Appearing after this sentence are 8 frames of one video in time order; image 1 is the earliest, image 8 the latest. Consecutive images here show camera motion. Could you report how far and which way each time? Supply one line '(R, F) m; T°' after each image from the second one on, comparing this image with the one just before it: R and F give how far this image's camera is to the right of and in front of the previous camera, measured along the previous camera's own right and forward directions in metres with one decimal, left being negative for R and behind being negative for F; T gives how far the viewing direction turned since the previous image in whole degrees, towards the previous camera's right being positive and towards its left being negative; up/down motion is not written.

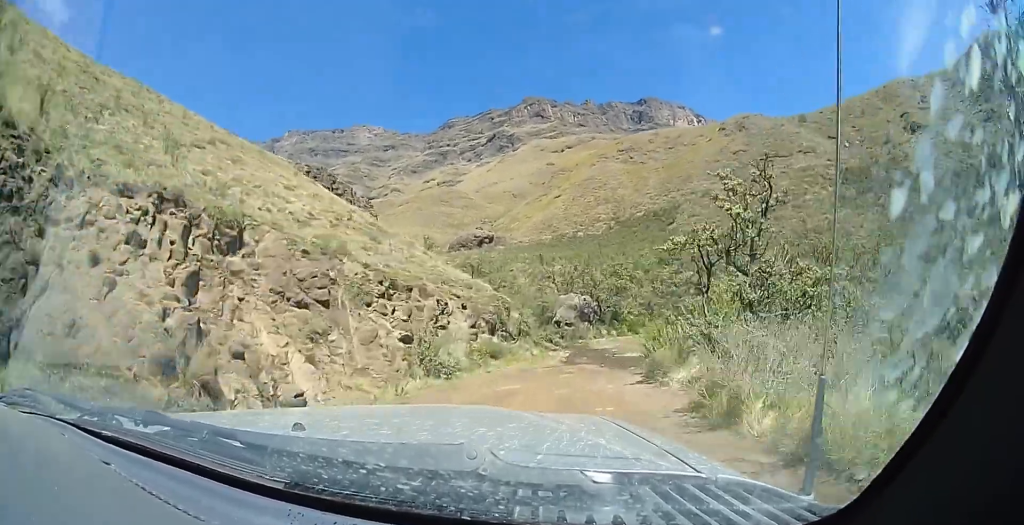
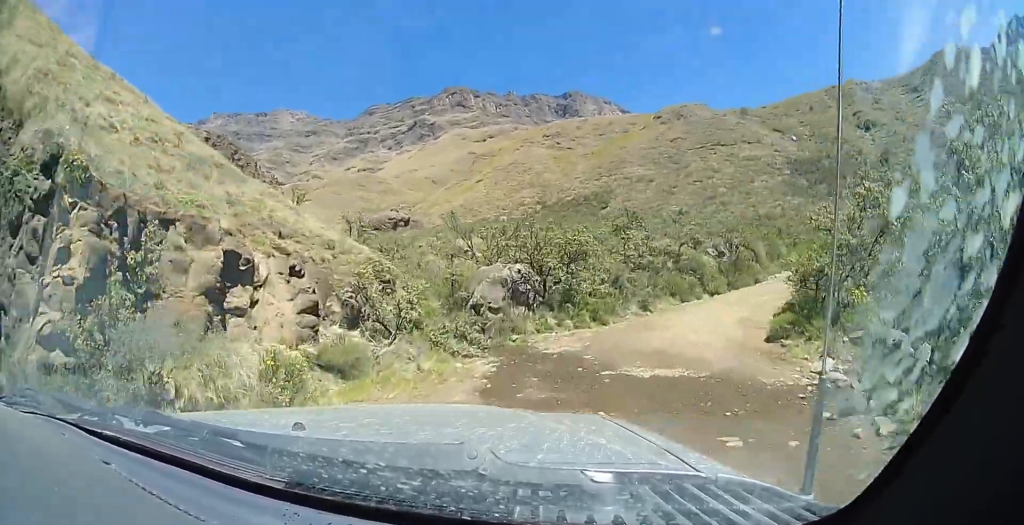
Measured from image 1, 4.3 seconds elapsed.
(+1.8, +13.0) m; +27°
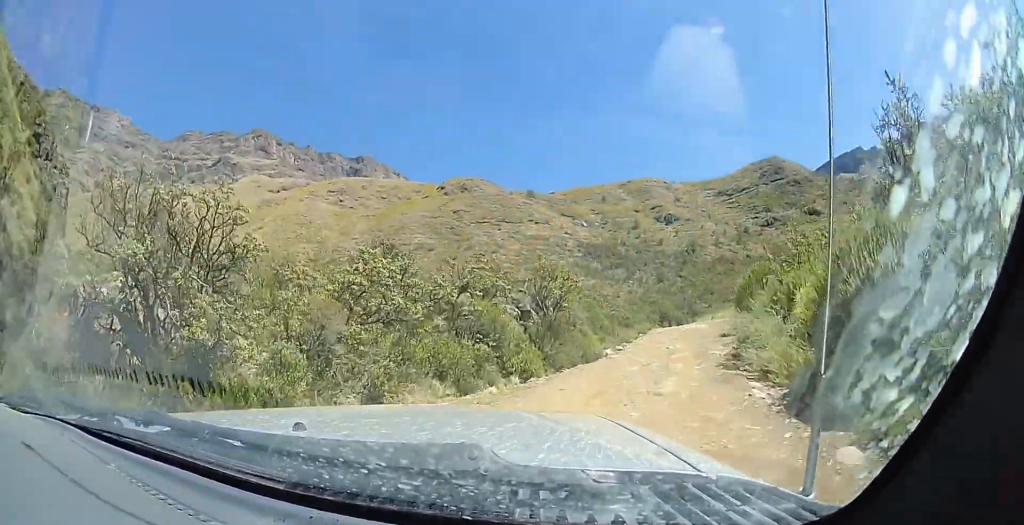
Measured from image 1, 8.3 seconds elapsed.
(+3.8, +12.5) m; +27°
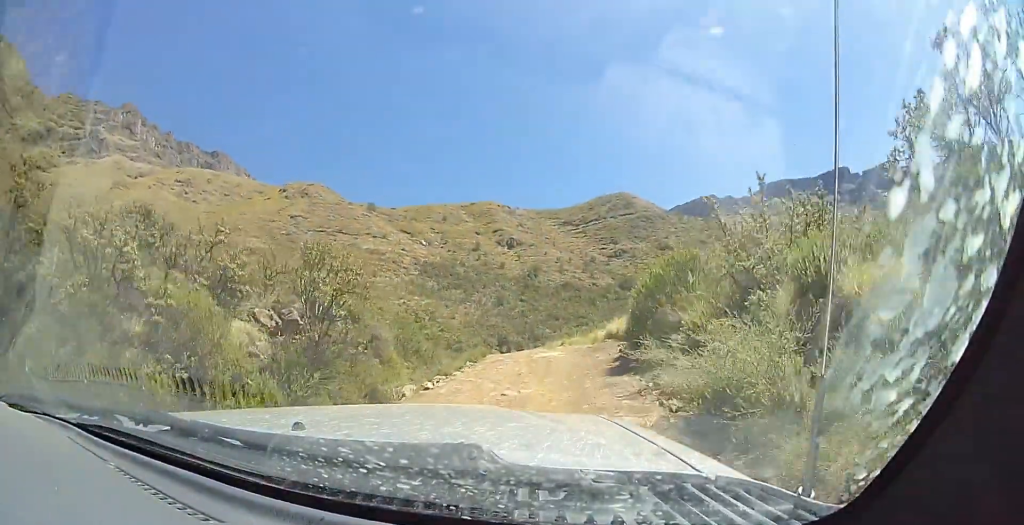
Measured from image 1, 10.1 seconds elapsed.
(+0.6, +6.9) m; +8°
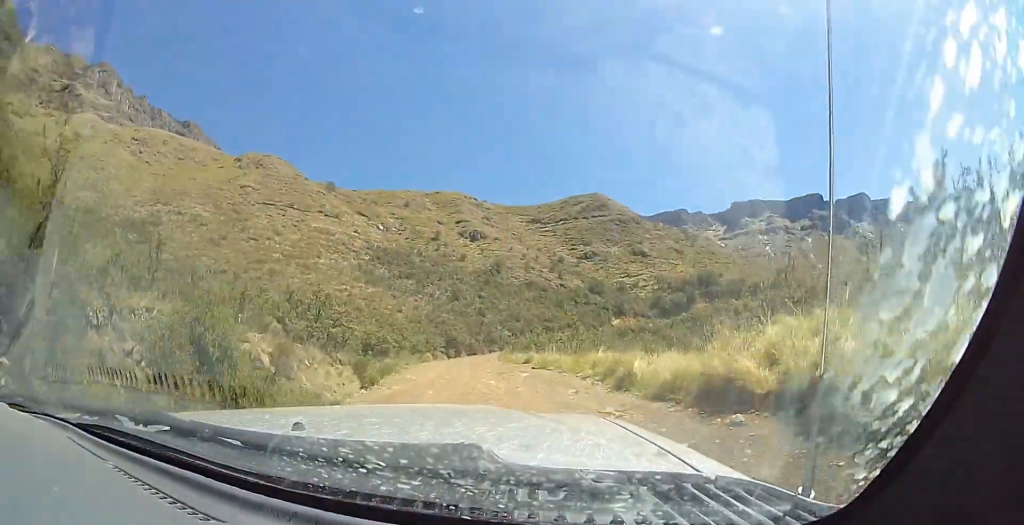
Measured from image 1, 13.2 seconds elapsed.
(+1.2, +12.4) m; +2°
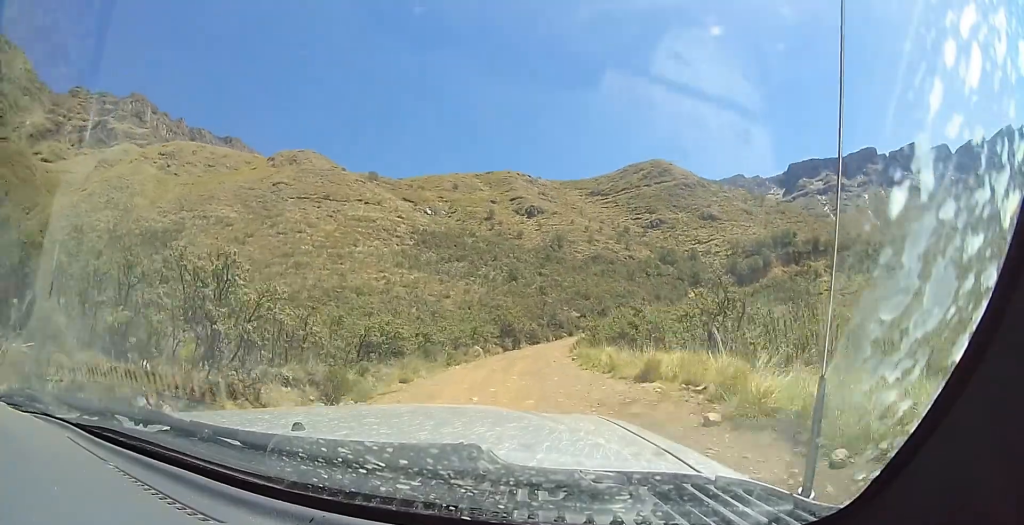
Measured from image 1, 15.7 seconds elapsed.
(-0.4, +11.3) m; +1°
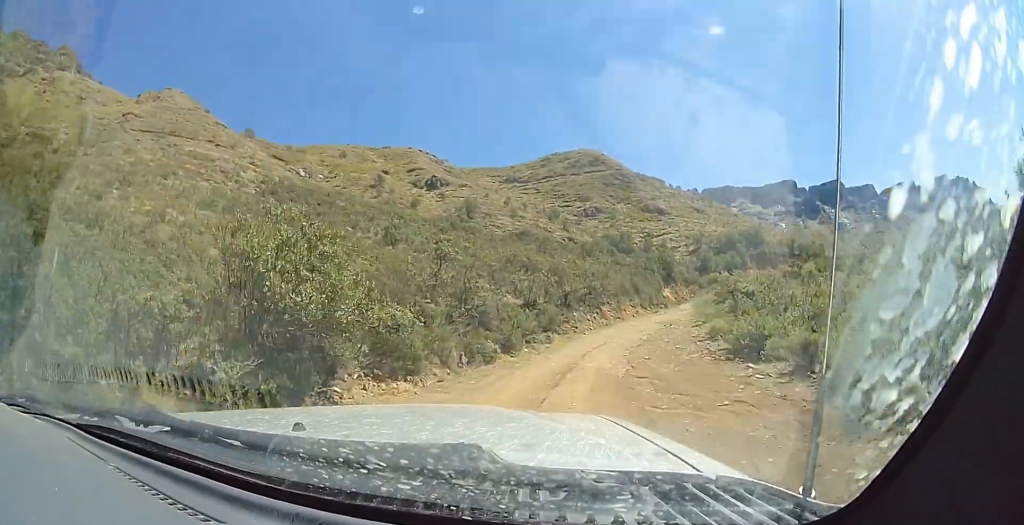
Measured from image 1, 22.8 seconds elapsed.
(+3.3, +32.8) m; +20°
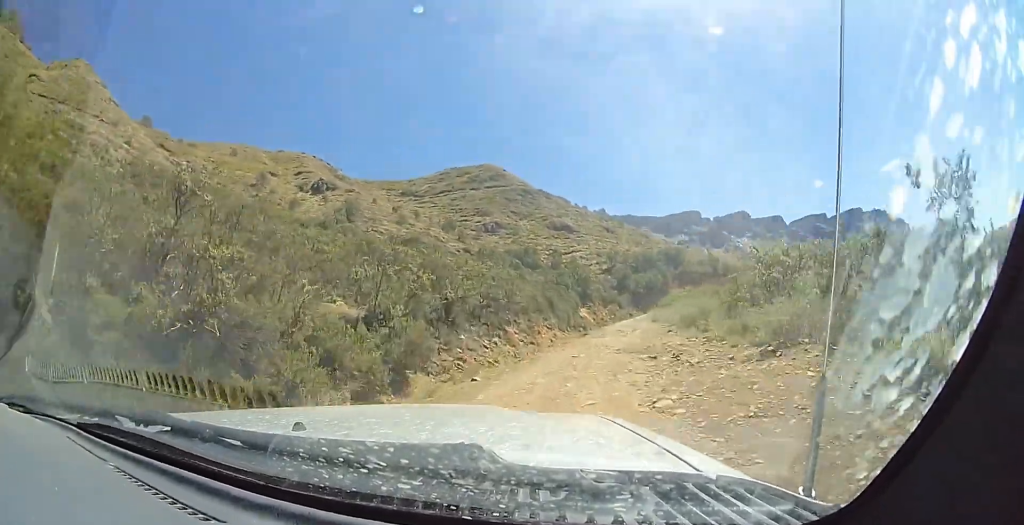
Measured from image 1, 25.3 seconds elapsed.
(+0.7, +12.1) m; +13°
